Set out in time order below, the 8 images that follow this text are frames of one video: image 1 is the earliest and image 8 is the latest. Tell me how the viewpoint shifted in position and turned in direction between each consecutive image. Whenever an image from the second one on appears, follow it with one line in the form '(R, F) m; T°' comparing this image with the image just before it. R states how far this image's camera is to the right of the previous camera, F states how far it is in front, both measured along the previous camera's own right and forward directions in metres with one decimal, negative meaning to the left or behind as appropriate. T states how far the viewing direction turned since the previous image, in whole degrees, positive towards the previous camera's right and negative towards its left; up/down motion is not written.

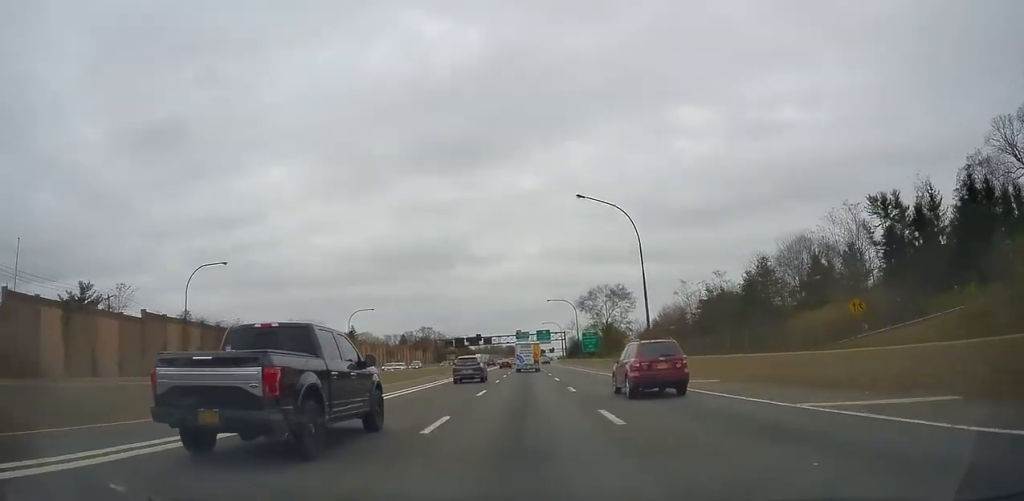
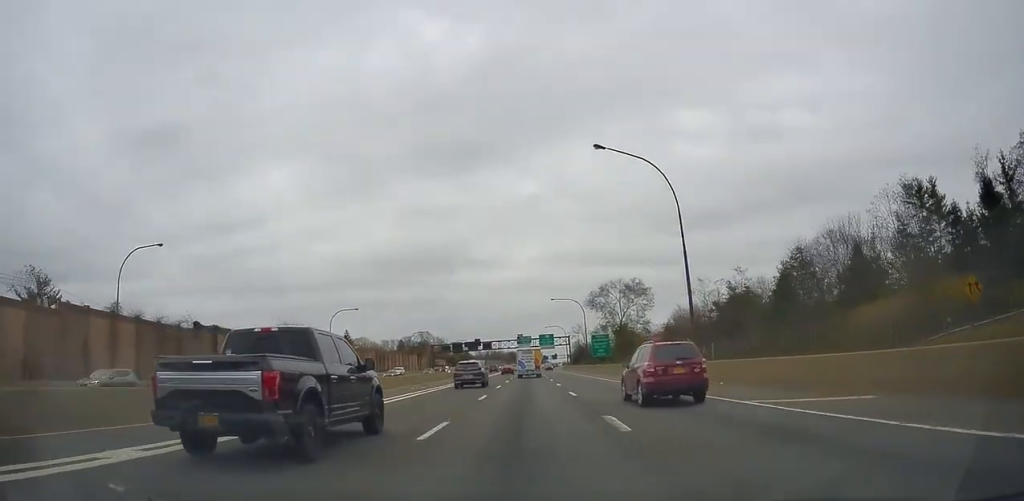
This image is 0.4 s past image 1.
(-0.2, +12.4) m; 0°
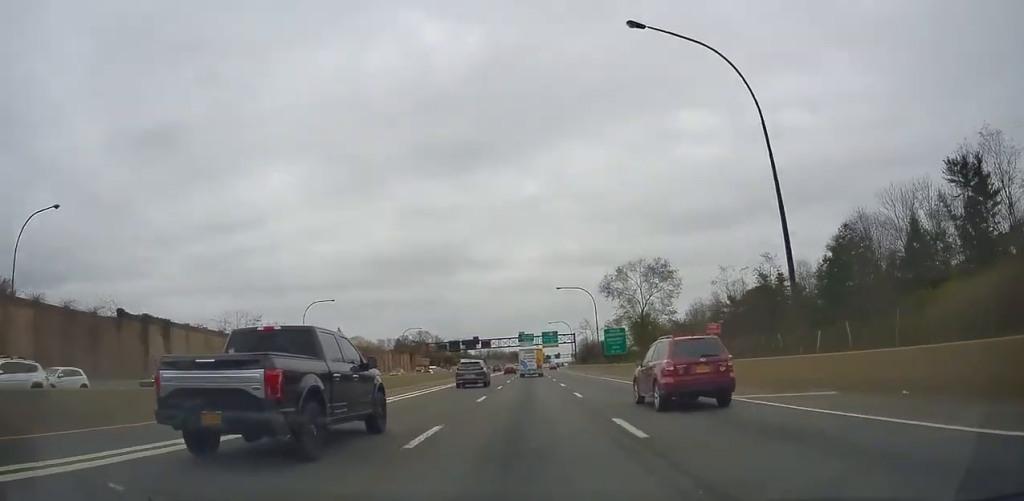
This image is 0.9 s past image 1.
(-0.1, +13.9) m; -1°
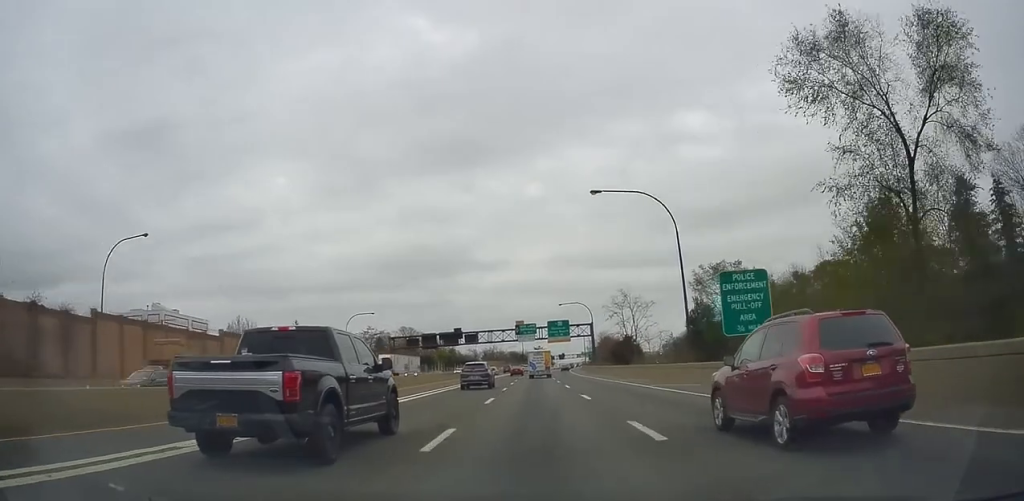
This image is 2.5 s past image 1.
(-0.8, +49.2) m; -2°
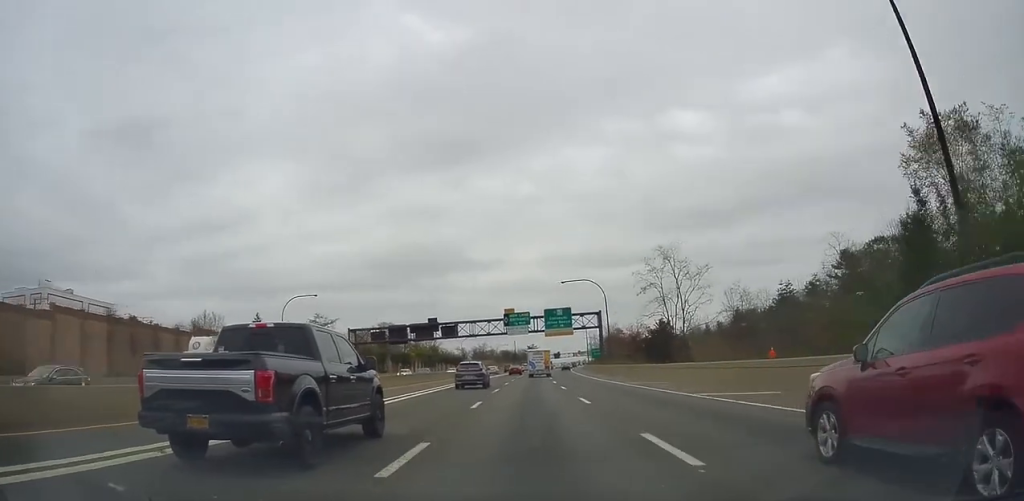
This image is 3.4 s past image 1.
(-0.1, +26.6) m; +1°
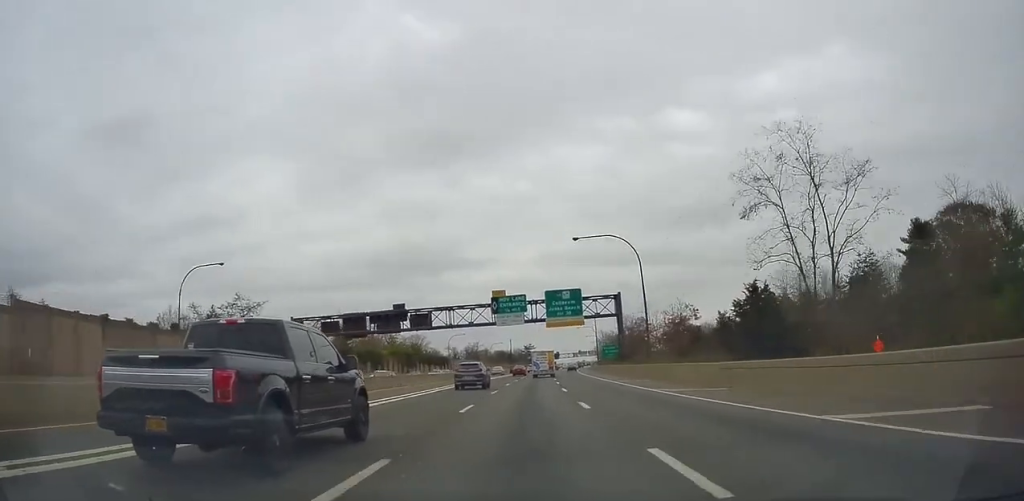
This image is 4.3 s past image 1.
(+0.4, +26.1) m; 0°
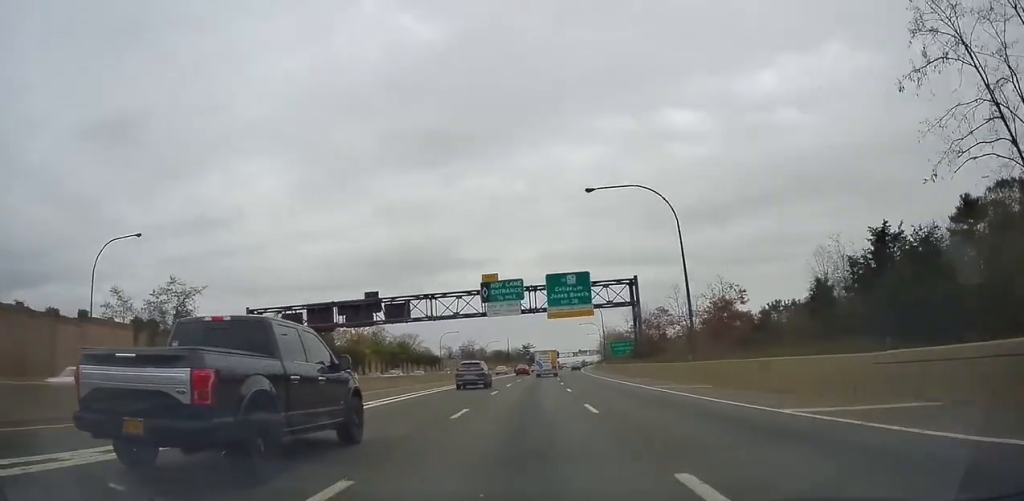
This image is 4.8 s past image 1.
(+0.1, +13.8) m; 0°
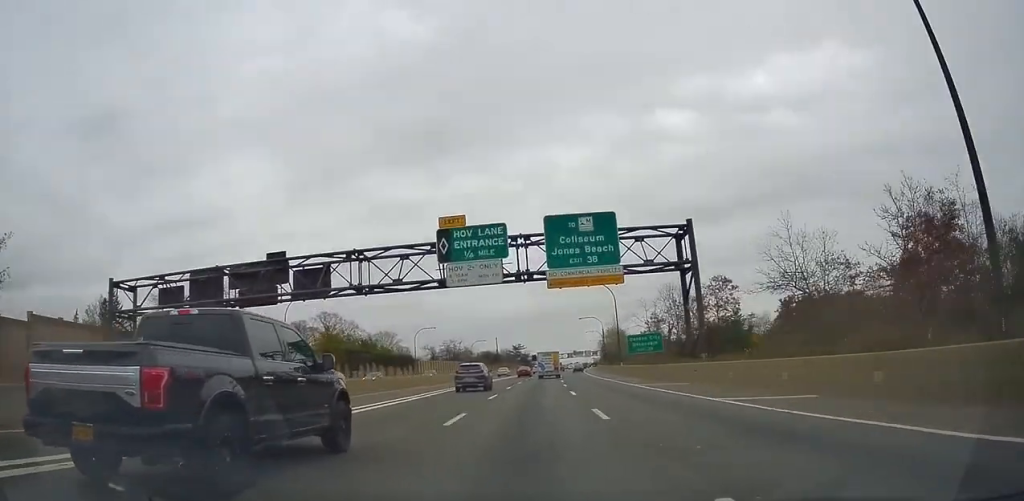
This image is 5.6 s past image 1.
(-0.4, +25.6) m; 0°
